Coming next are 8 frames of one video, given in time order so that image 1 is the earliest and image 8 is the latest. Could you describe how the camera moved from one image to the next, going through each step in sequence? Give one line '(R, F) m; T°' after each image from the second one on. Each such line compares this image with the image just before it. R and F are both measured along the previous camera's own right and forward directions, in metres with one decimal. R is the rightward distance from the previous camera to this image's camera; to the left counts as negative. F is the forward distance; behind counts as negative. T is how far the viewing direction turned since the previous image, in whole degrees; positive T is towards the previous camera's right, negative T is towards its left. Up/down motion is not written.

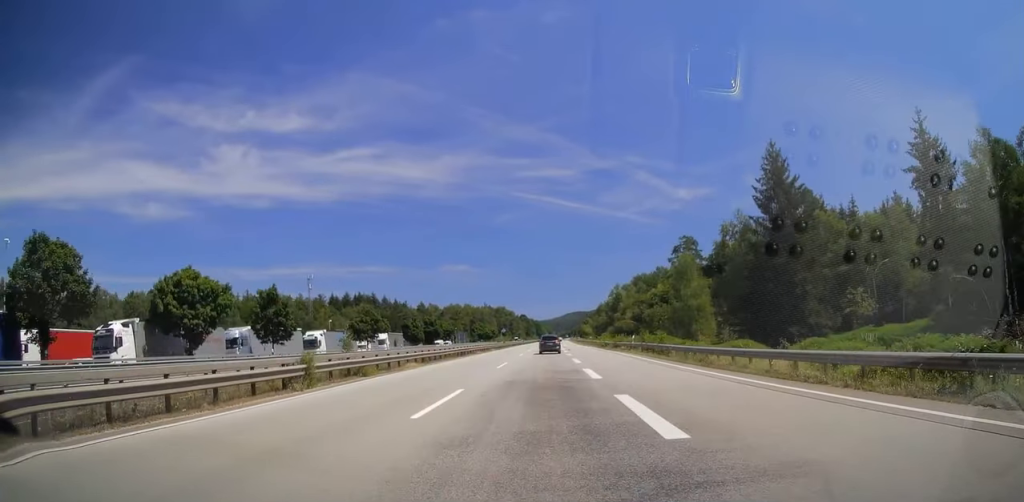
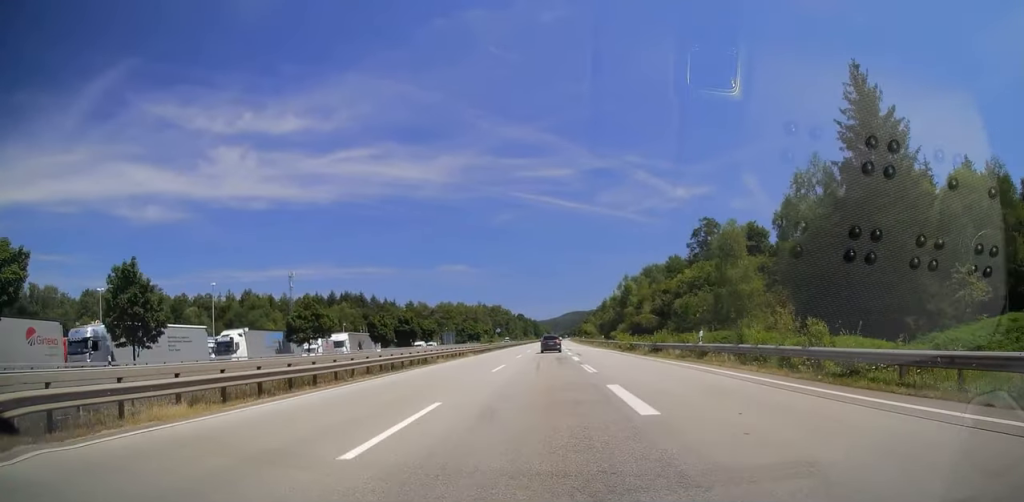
(0.0, +21.7) m; 0°
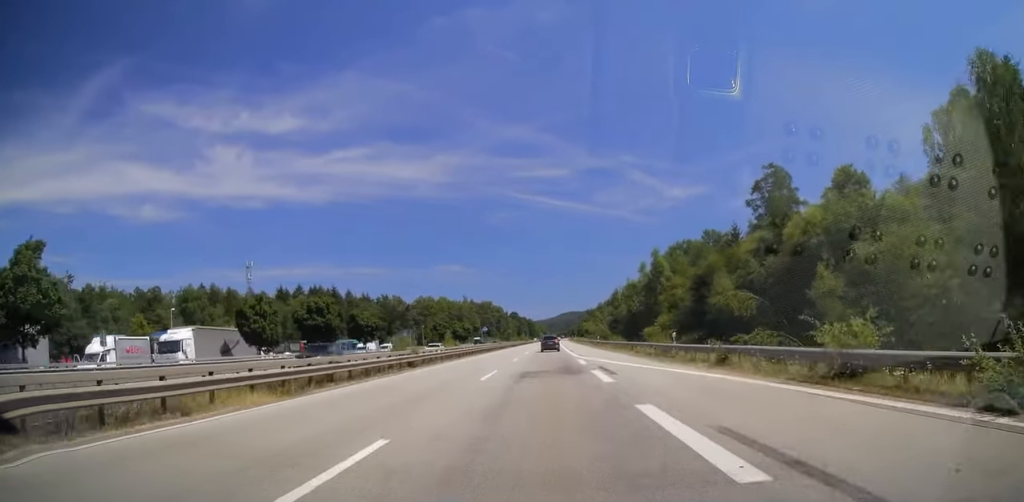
(+0.2, +40.7) m; +1°
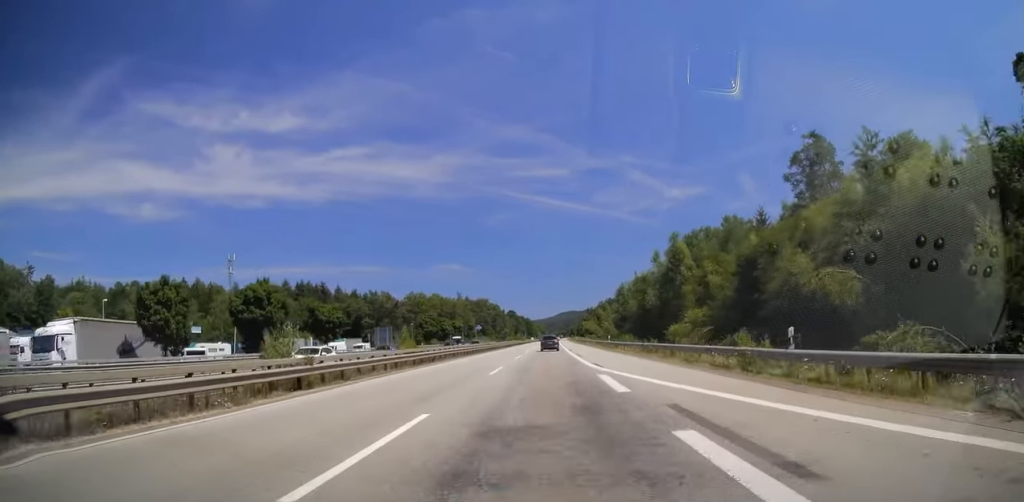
(+0.2, +15.0) m; 0°
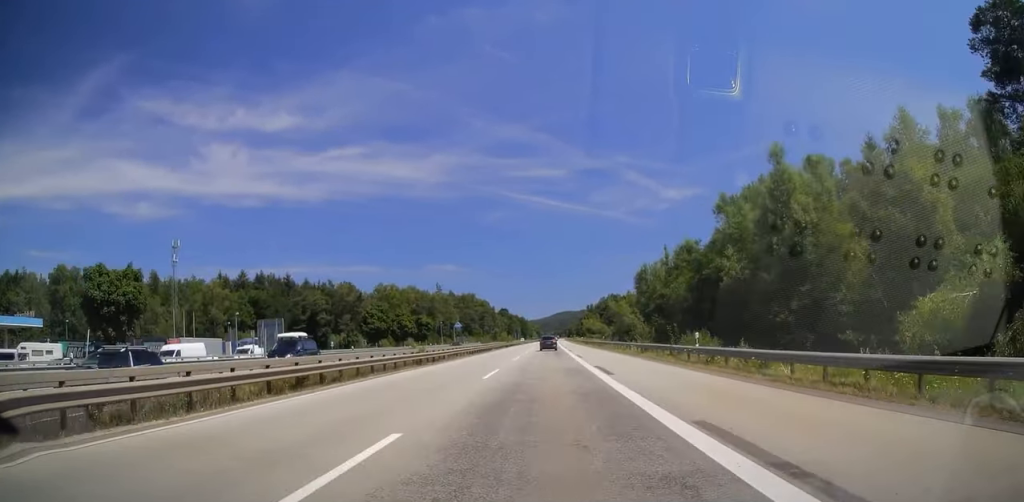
(-0.2, +38.1) m; 0°
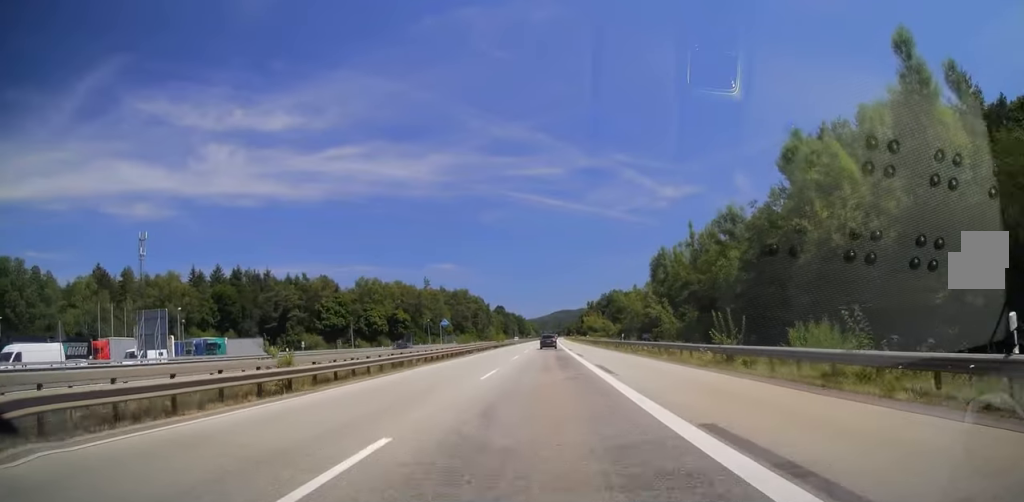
(+0.2, +18.6) m; 0°
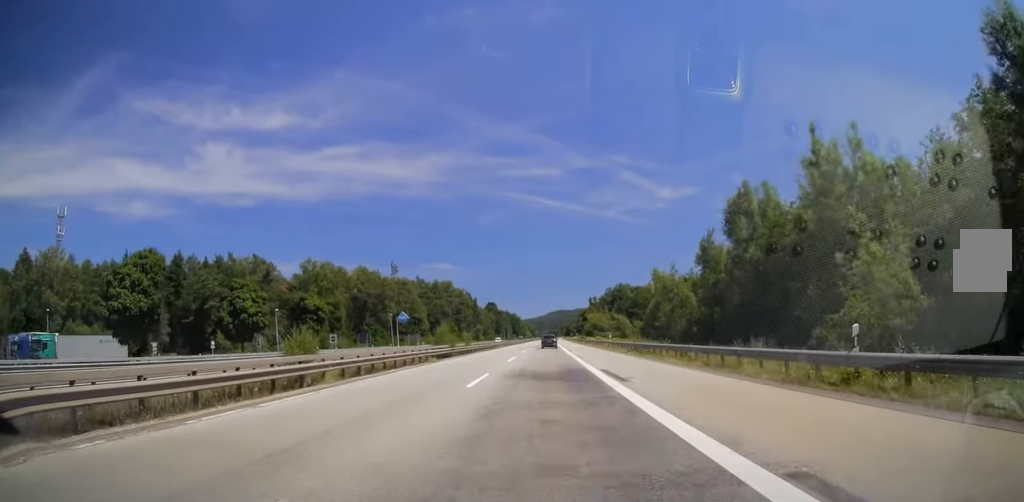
(+0.3, +39.2) m; 0°
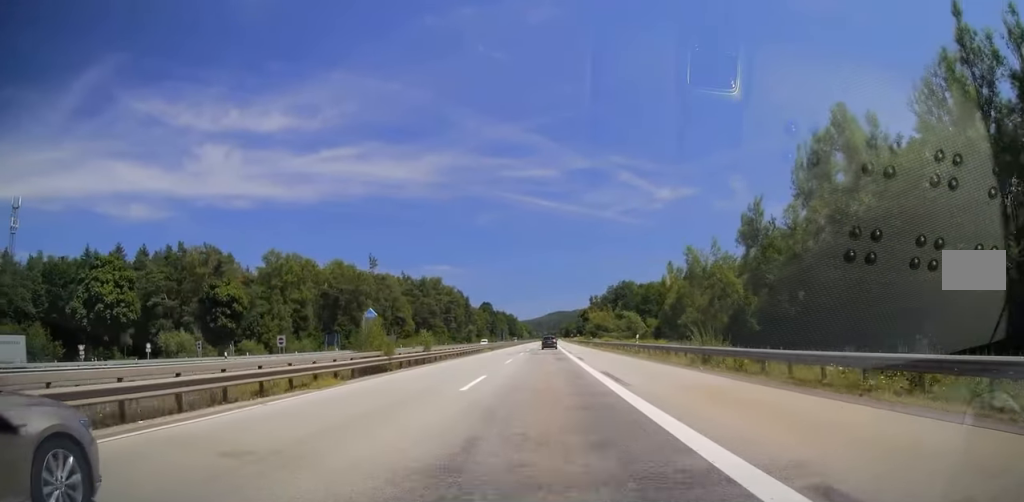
(0.0, +18.6) m; 0°
